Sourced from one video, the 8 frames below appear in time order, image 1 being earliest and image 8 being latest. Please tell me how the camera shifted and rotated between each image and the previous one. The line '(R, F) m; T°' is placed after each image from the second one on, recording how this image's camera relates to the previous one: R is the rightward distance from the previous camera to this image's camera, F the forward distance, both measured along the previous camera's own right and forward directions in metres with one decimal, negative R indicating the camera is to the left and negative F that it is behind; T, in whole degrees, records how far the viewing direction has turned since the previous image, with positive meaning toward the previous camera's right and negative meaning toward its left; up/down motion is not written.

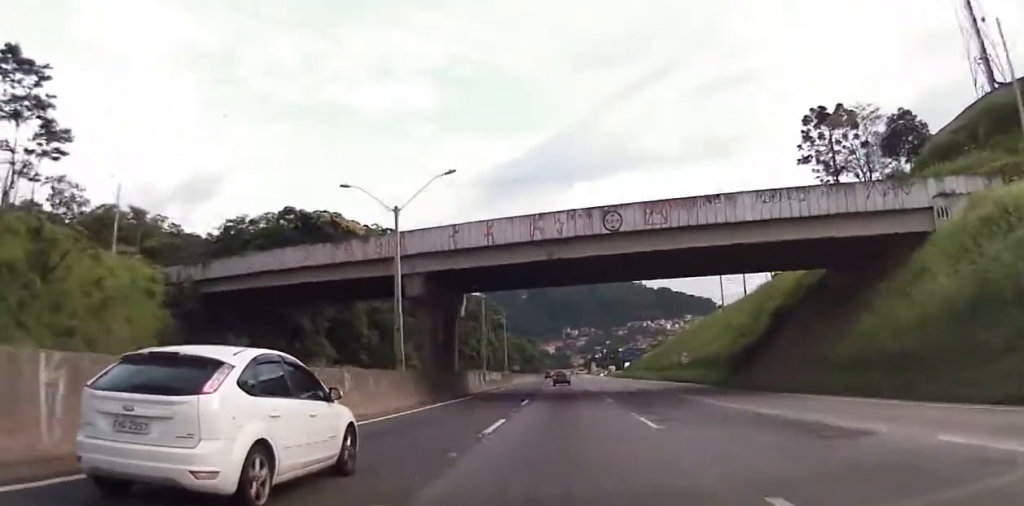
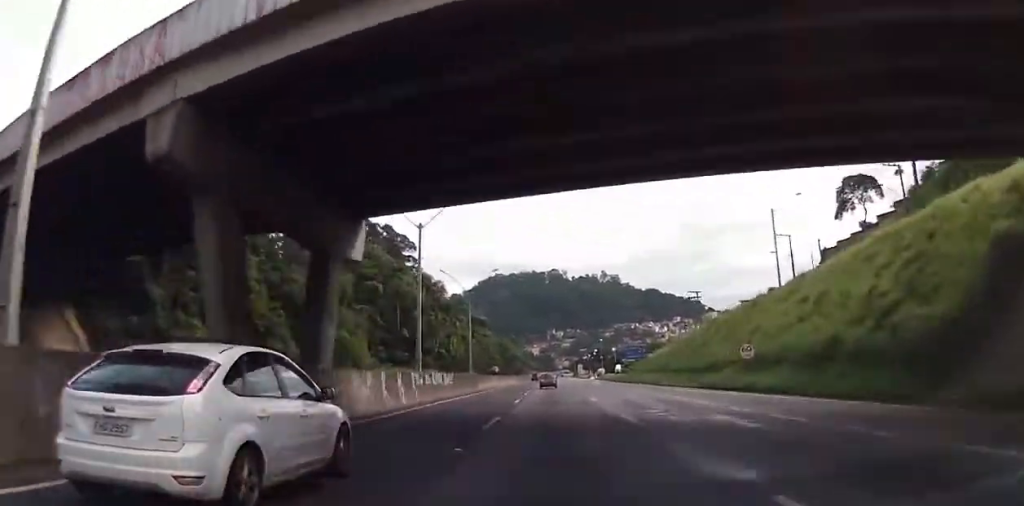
(+0.6, +25.4) m; +1°
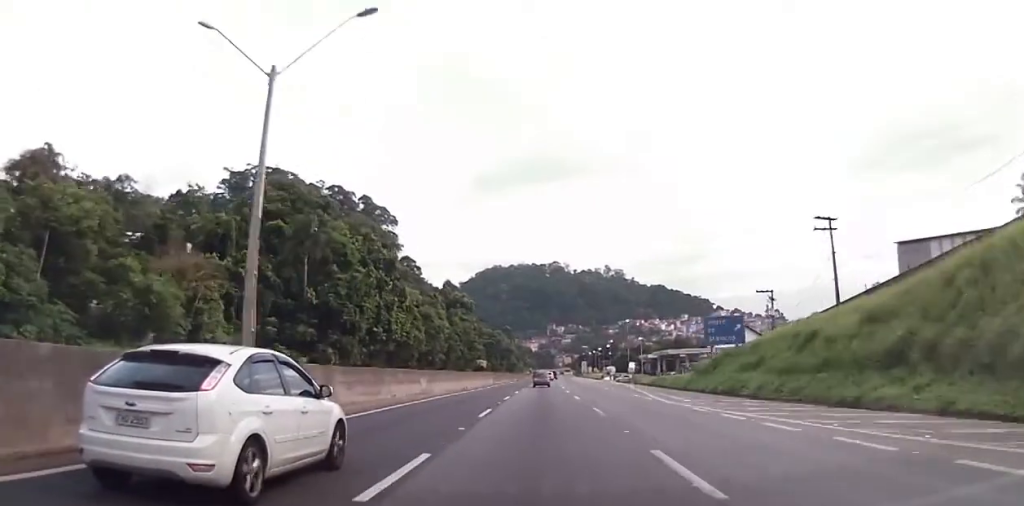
(-0.2, +50.1) m; 0°
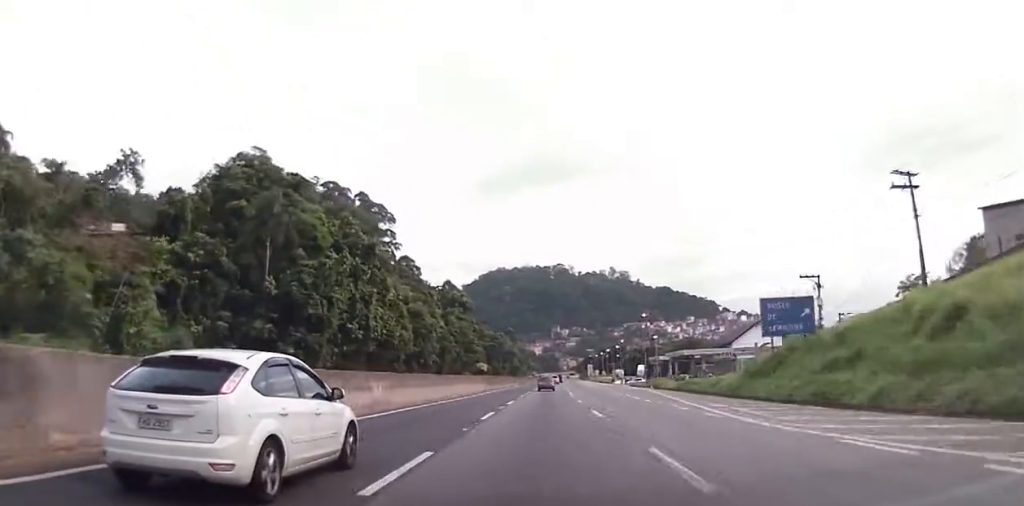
(0.0, +12.9) m; 0°
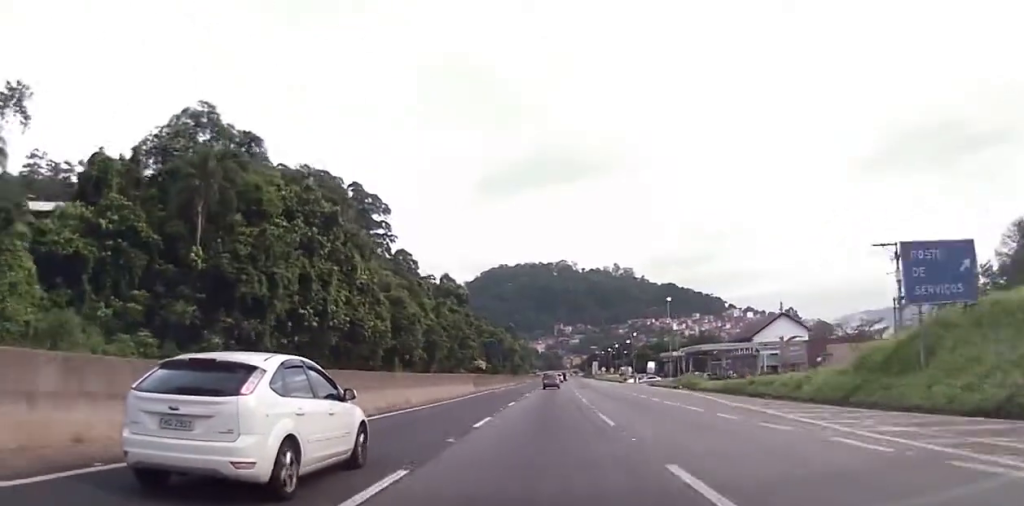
(0.0, +15.3) m; 0°
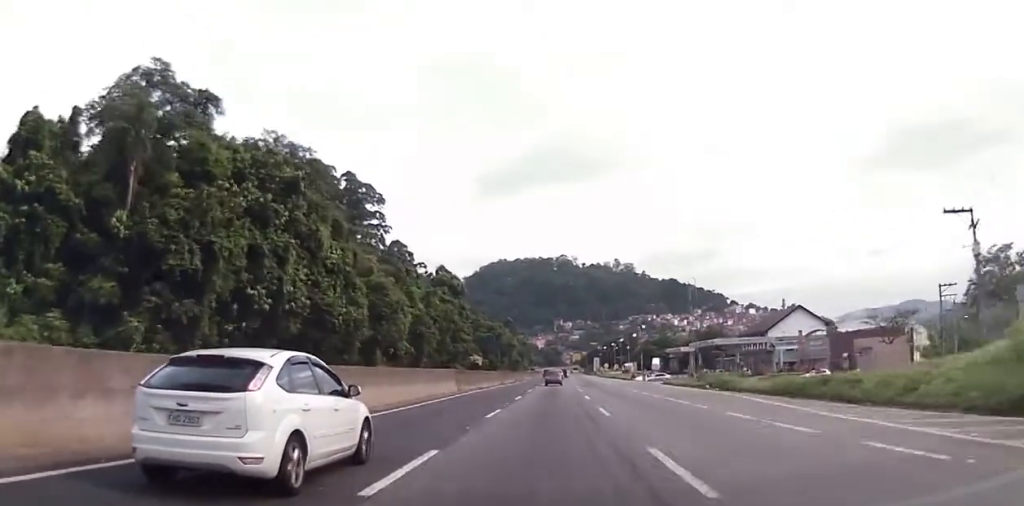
(0.0, +10.4) m; 0°
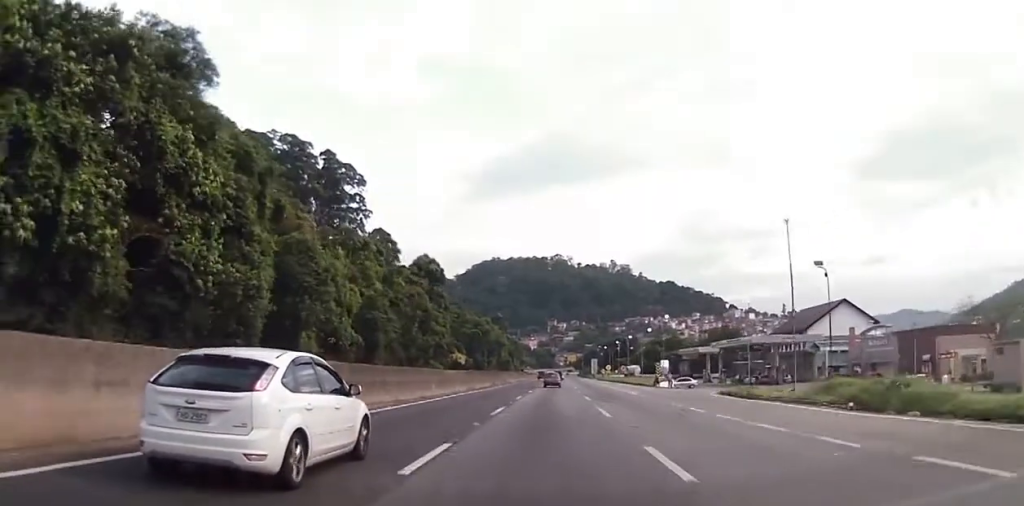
(0.0, +24.9) m; 0°
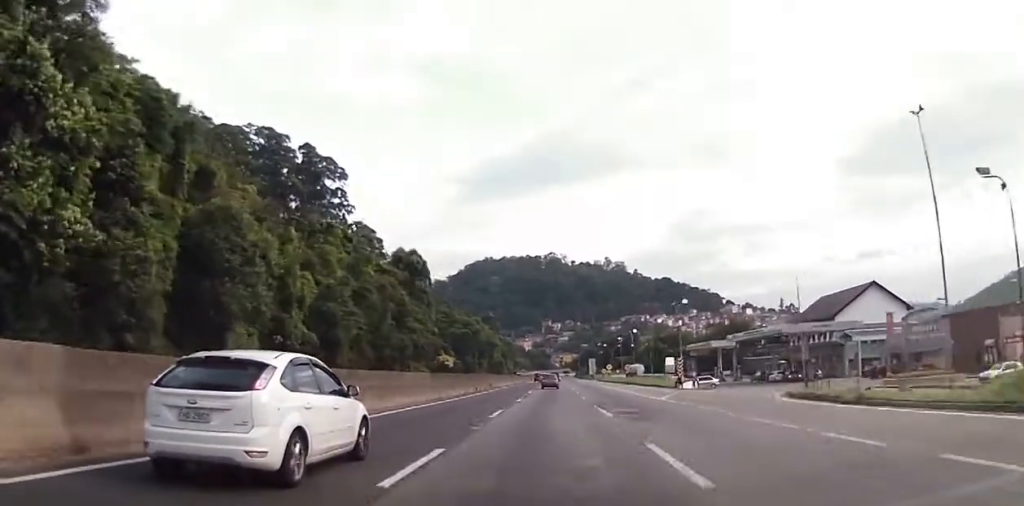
(0.0, +13.6) m; 0°
